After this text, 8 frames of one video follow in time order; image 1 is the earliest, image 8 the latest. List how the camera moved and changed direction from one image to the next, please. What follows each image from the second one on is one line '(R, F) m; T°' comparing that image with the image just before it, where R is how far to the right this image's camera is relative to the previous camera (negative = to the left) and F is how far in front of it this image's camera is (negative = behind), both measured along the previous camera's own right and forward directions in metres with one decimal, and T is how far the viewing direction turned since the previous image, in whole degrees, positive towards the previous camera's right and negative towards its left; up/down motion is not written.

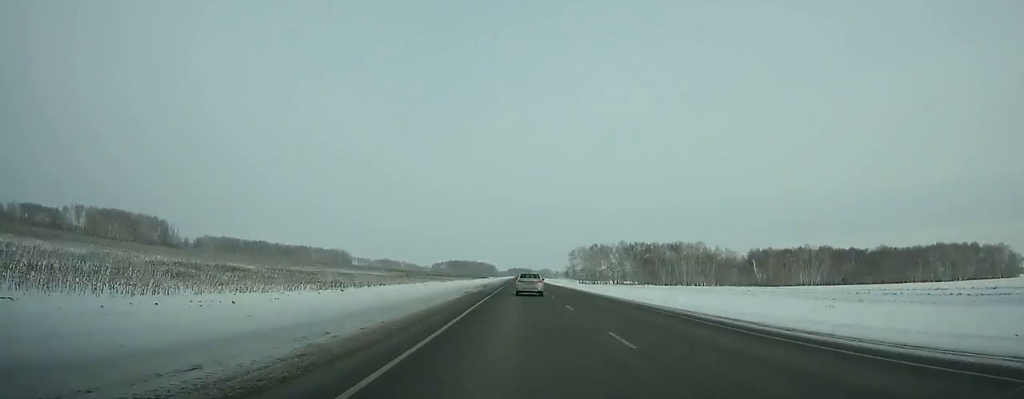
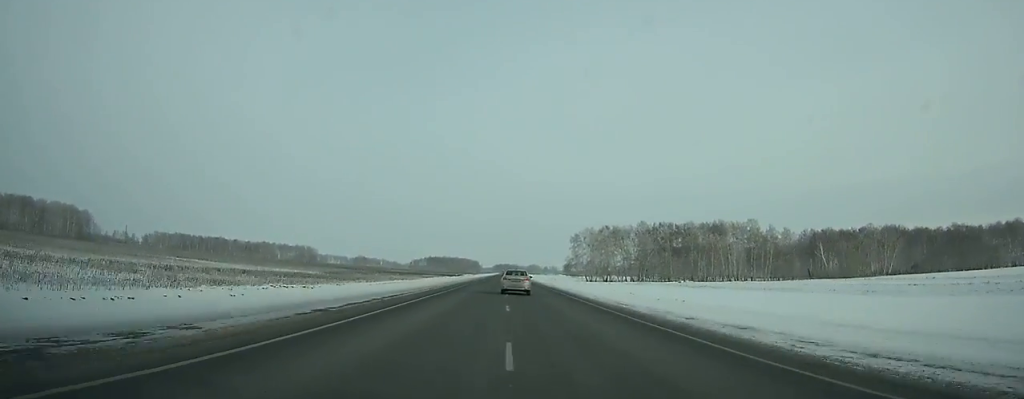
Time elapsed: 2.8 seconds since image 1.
(+0.5, +85.9) m; 0°
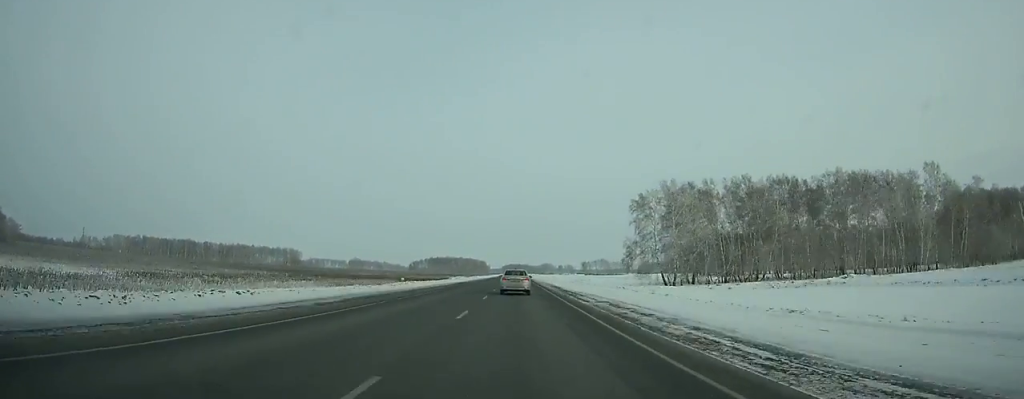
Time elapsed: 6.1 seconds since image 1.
(-0.6, +99.0) m; -1°
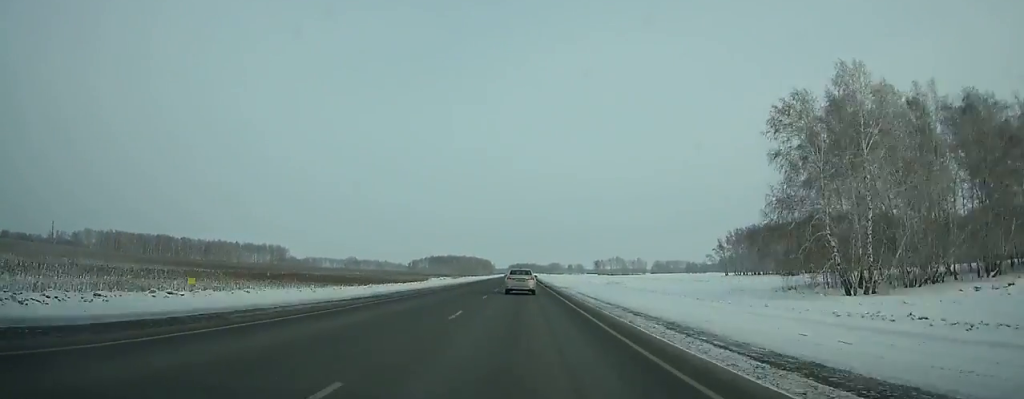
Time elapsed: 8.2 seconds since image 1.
(-0.2, +60.3) m; 0°
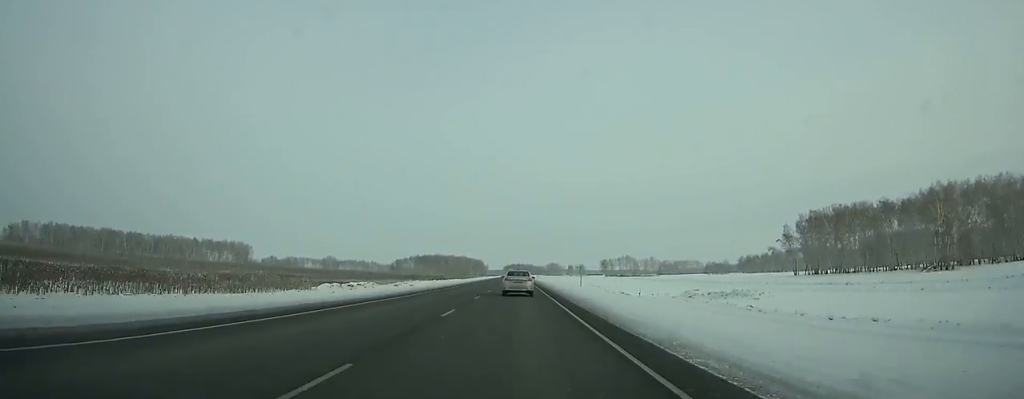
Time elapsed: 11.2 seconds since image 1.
(-0.1, +82.3) m; 0°
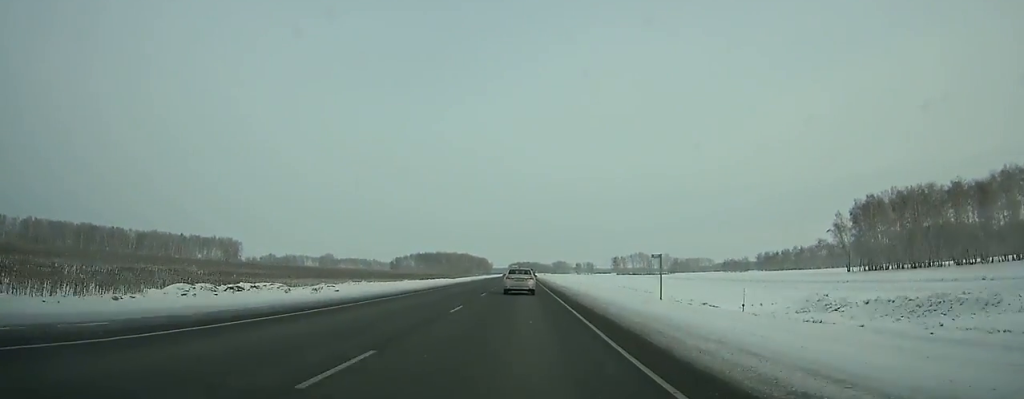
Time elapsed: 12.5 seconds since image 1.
(0.0, +34.4) m; 0°
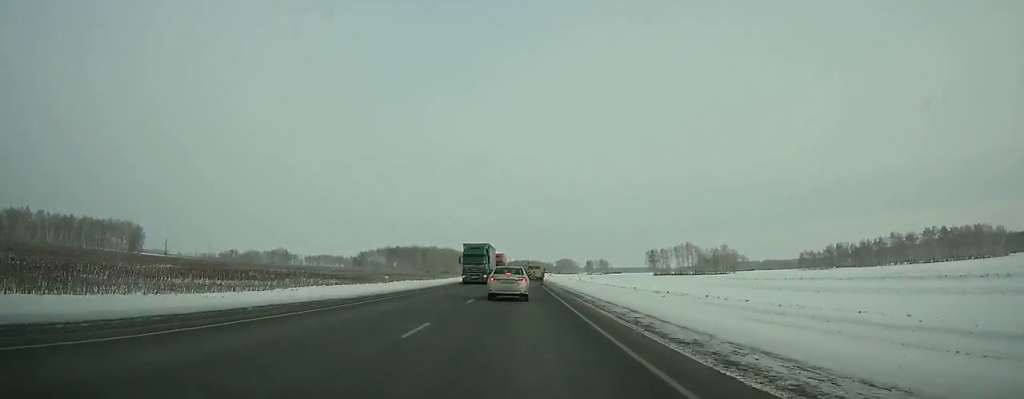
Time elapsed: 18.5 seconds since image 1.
(+0.4, +140.4) m; 0°
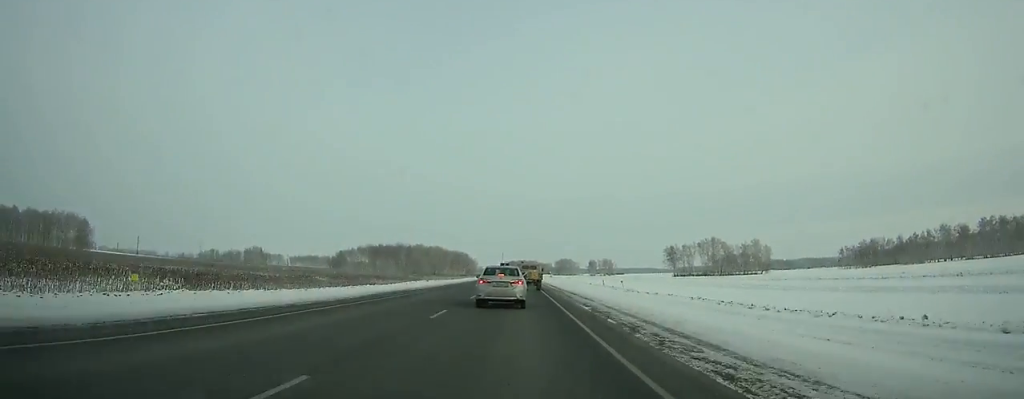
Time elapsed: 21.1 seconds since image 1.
(+0.1, +52.1) m; 0°
